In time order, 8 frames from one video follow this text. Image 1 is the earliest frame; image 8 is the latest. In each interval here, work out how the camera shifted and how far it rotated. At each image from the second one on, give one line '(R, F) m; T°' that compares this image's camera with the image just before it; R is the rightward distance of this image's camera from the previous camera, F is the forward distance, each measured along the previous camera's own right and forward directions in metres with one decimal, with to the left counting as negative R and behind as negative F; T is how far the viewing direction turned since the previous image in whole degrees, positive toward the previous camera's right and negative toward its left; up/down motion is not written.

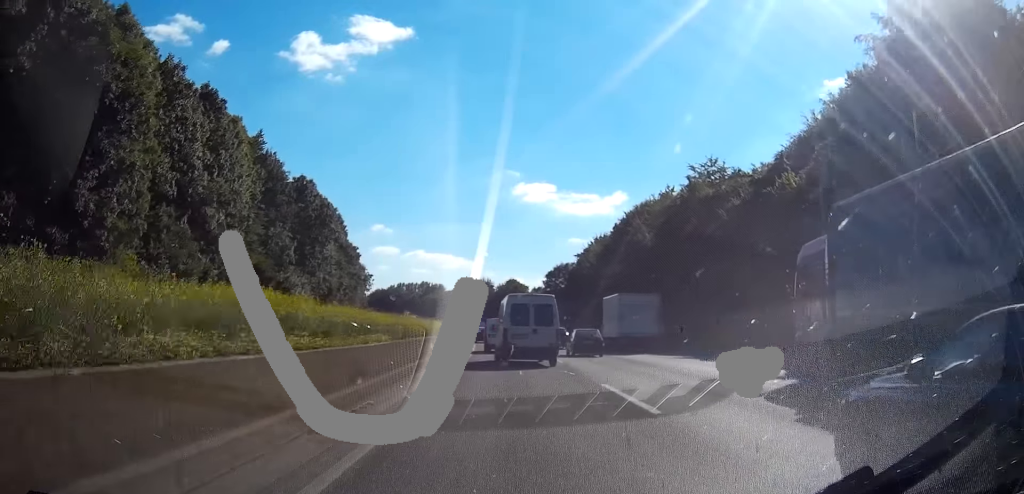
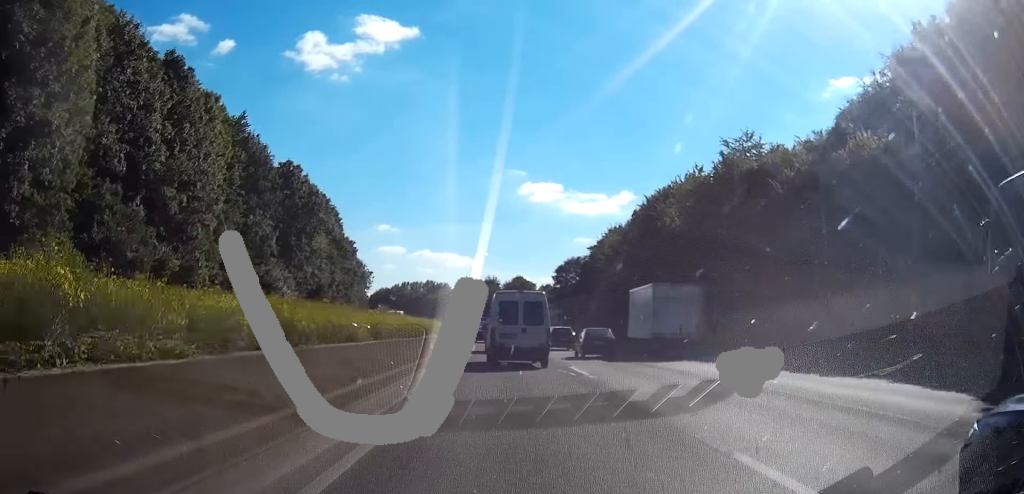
(-0.1, +9.9) m; 0°
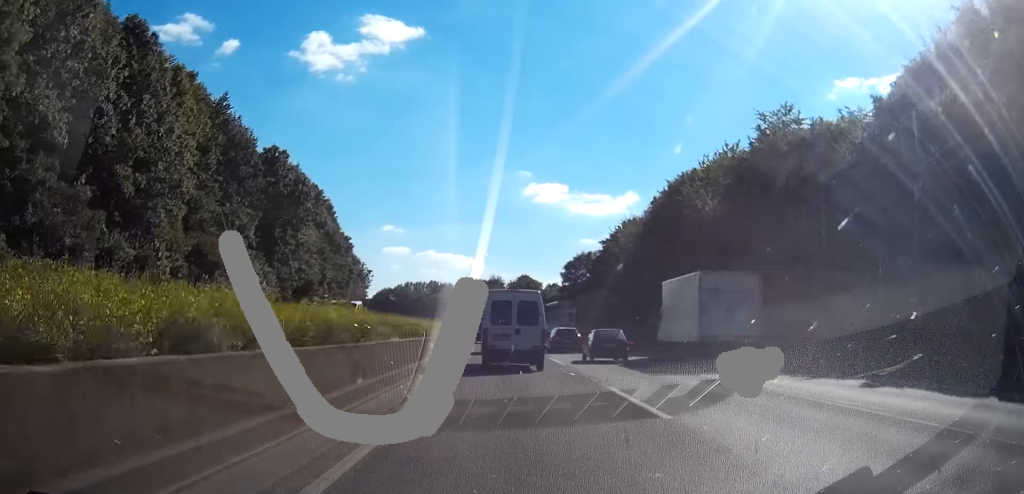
(-0.1, +8.8) m; 0°
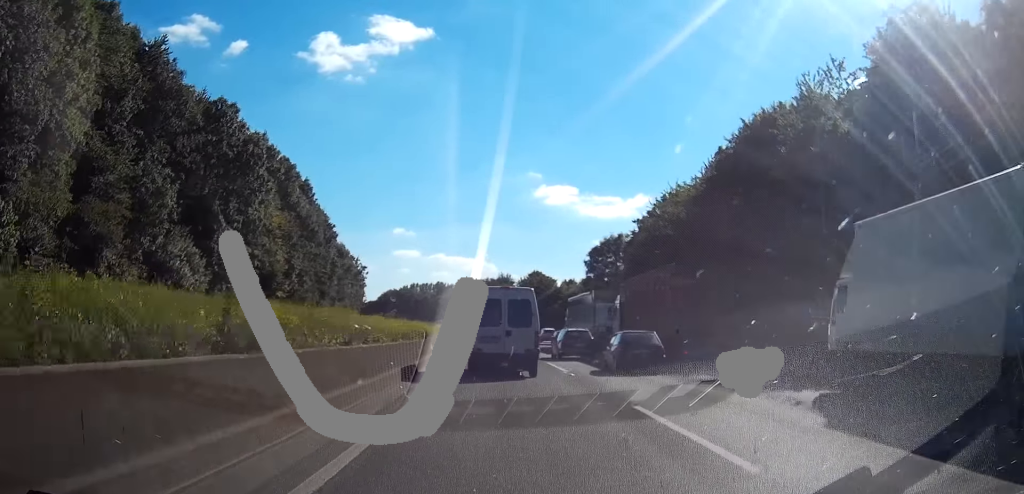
(-0.2, +21.0) m; -3°
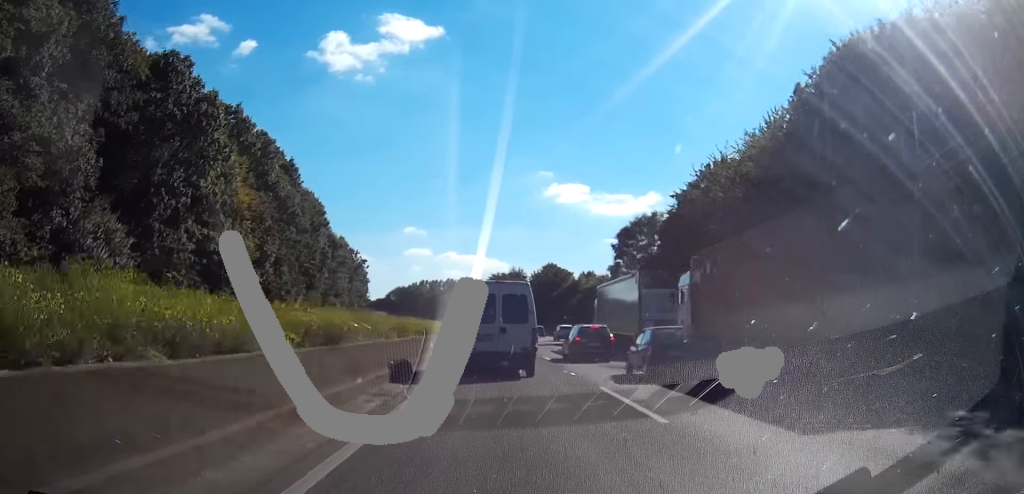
(-0.3, +14.1) m; -2°
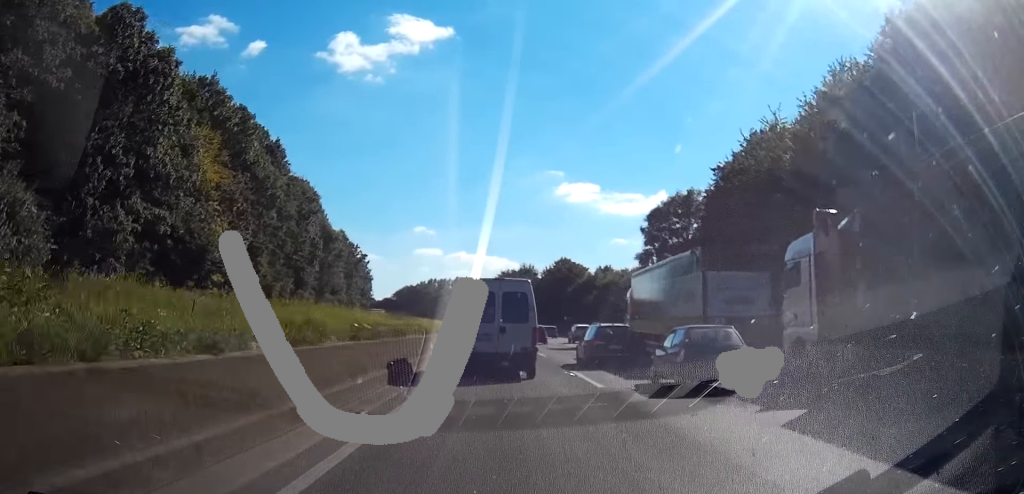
(0.0, +11.0) m; 0°
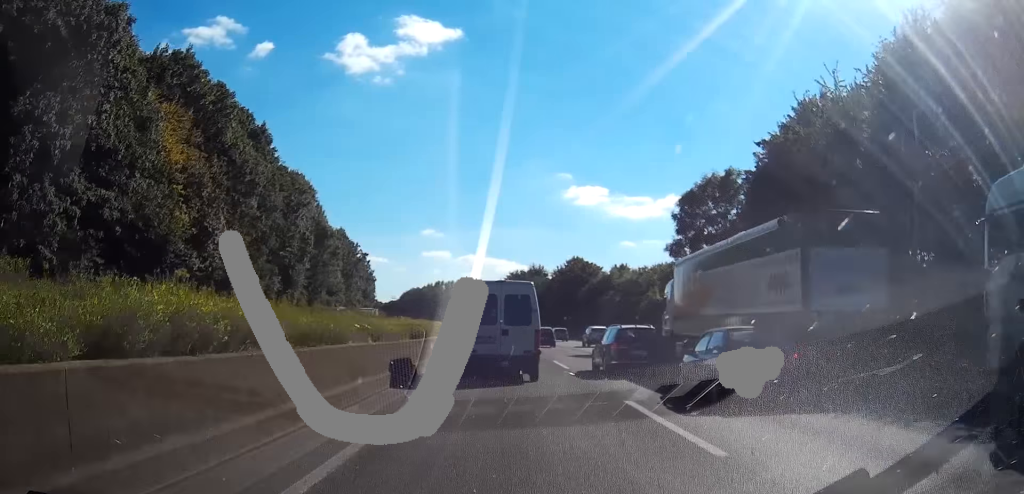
(-0.1, +8.9) m; 0°
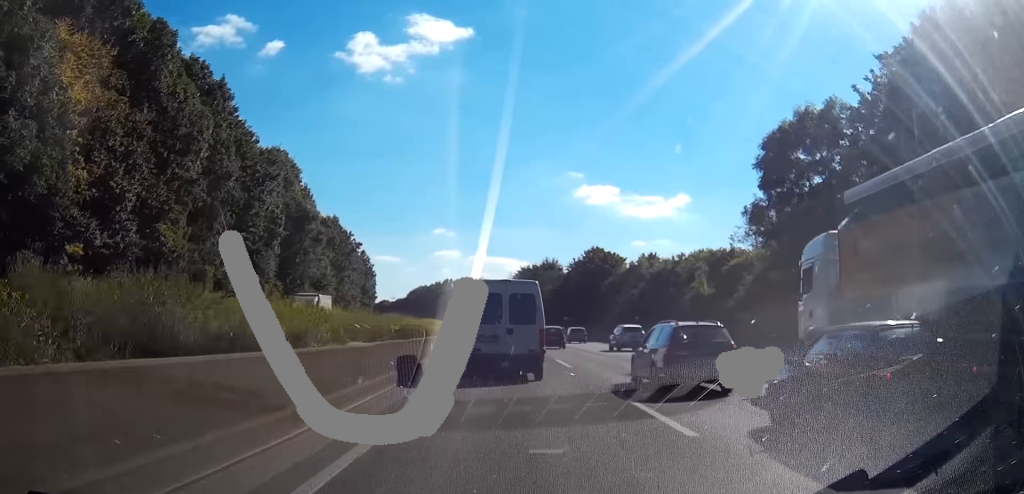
(+0.1, +16.8) m; 0°
